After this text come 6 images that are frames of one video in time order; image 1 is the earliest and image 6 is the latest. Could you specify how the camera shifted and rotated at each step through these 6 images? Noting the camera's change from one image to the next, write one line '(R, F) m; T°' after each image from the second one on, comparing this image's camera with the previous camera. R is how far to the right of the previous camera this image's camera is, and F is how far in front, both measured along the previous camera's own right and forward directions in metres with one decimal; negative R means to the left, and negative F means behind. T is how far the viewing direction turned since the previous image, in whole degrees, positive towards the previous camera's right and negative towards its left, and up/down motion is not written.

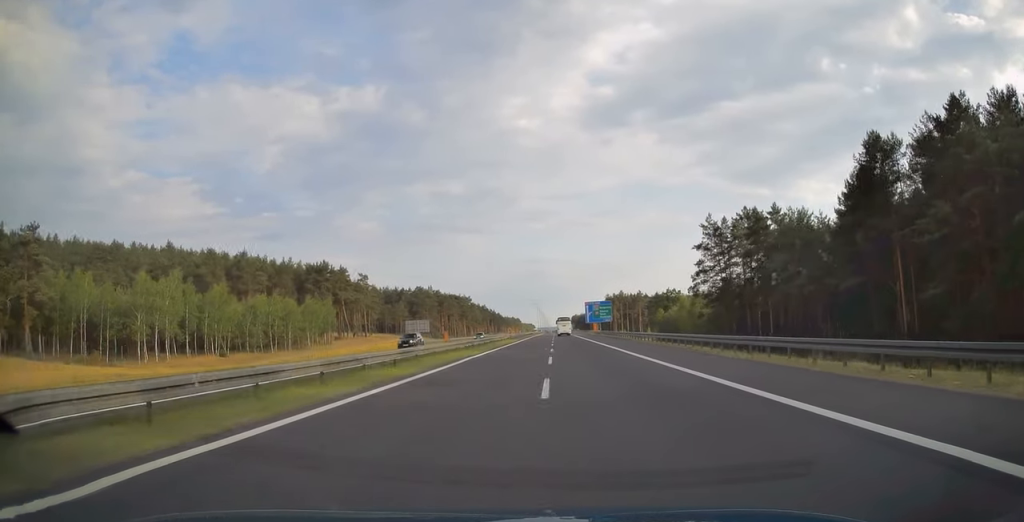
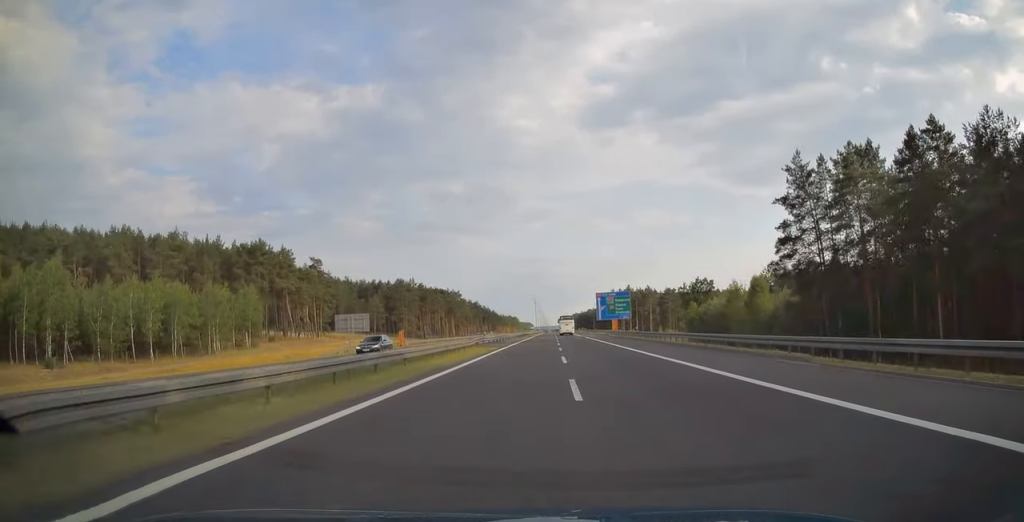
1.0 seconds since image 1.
(-0.1, +36.5) m; 0°
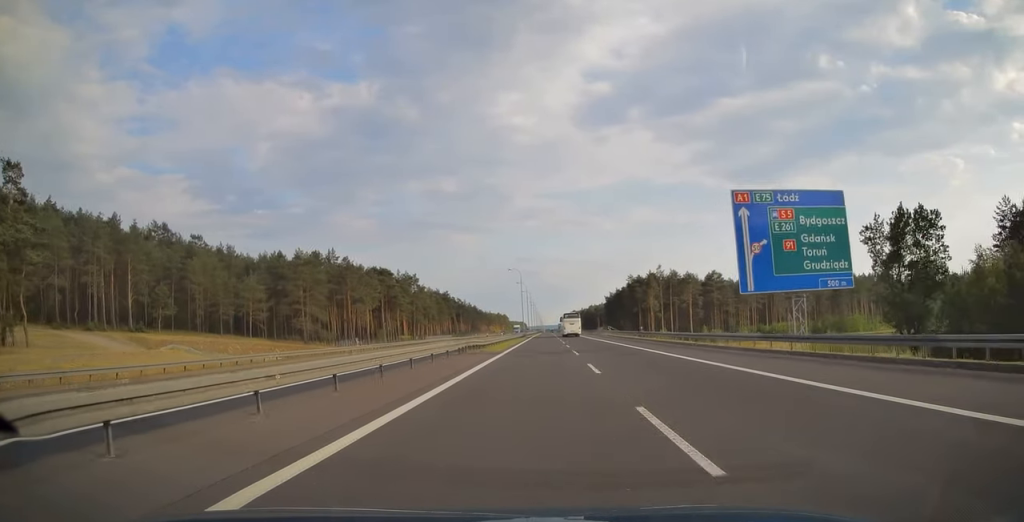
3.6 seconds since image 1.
(+0.3, +89.6) m; 0°
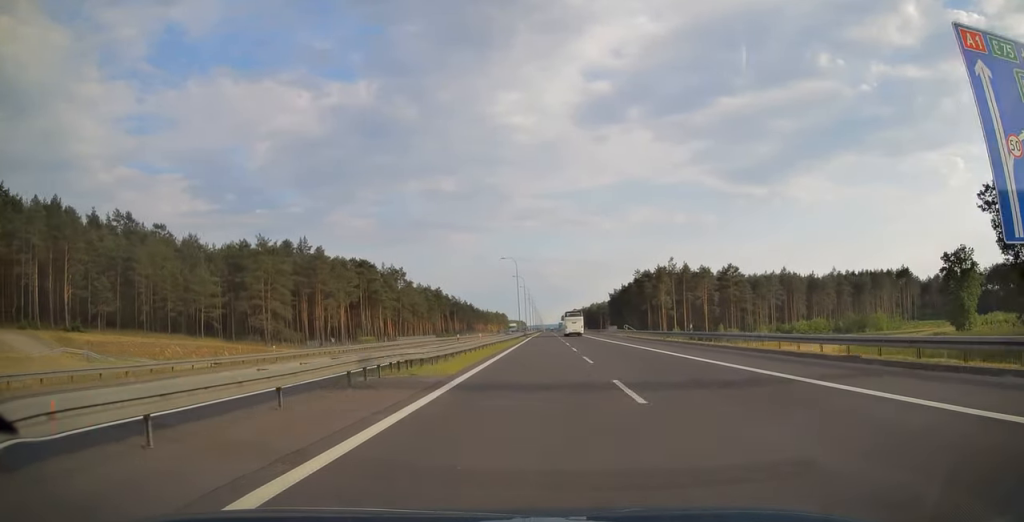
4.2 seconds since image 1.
(0.0, +19.3) m; 0°
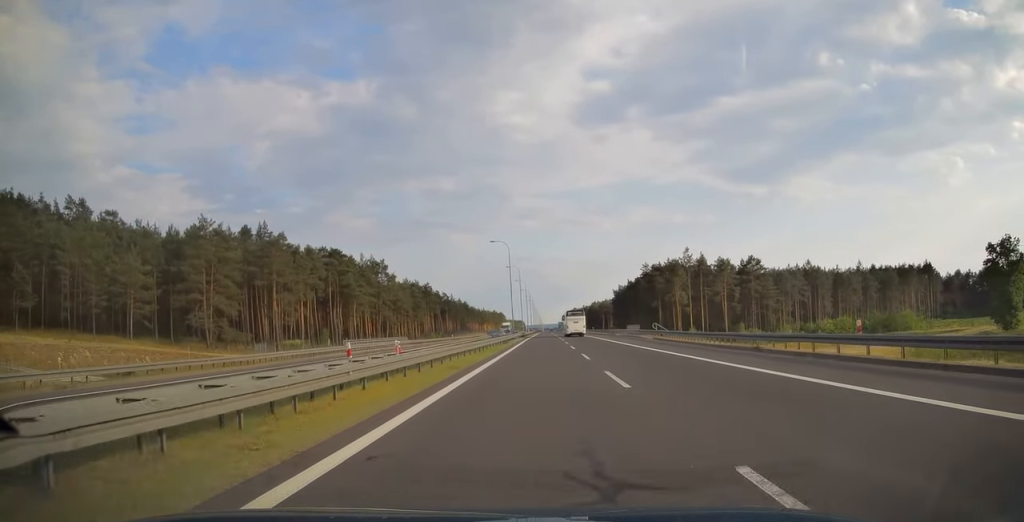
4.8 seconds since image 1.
(0.0, +21.1) m; 0°
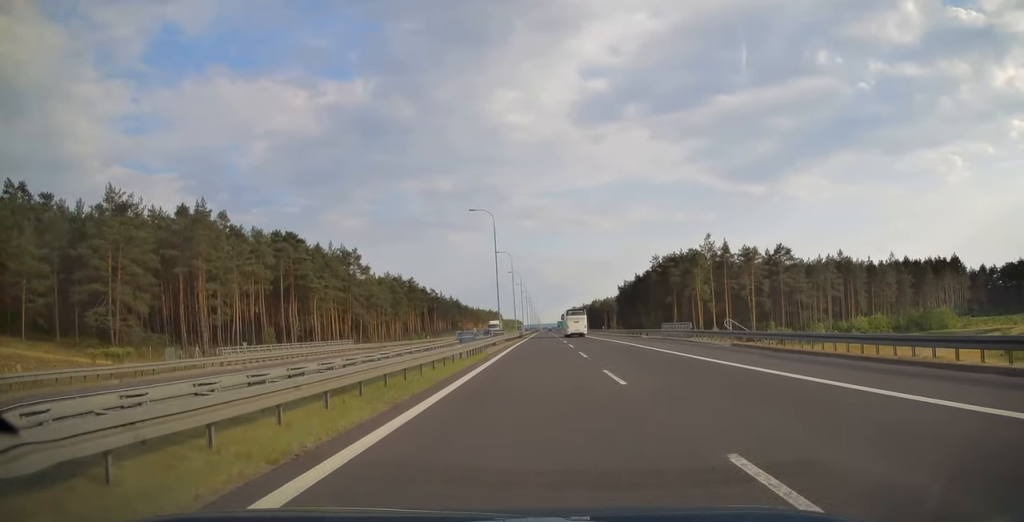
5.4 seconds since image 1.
(+0.1, +23.5) m; 0°
